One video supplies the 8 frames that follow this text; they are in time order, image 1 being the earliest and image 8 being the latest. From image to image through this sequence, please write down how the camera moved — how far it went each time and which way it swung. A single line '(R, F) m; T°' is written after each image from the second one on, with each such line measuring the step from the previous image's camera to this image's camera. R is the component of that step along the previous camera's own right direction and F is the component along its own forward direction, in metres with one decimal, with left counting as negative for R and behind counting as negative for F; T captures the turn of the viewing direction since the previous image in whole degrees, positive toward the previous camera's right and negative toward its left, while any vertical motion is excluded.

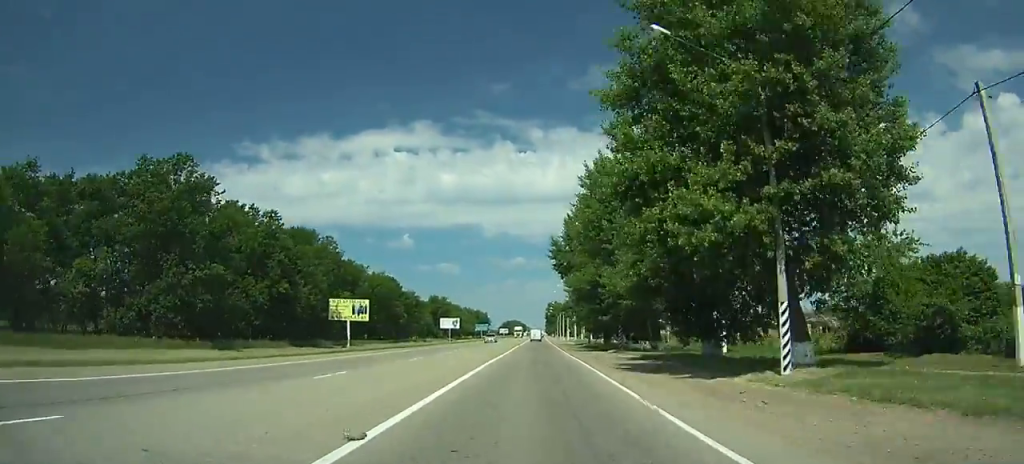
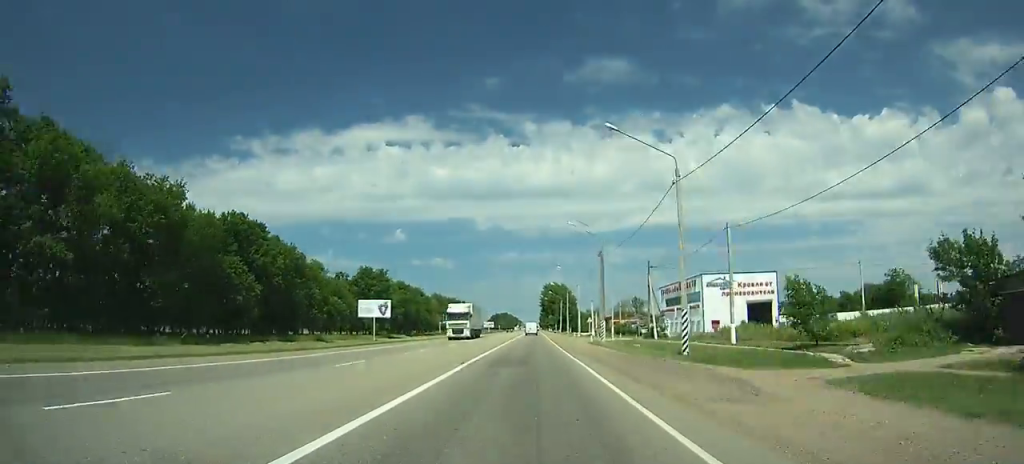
(+0.5, +80.2) m; +1°
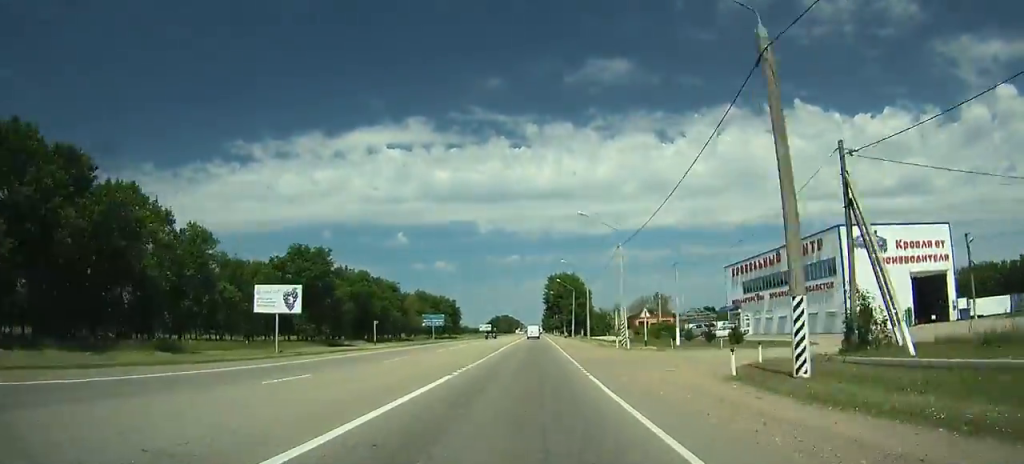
(0.0, +39.7) m; 0°
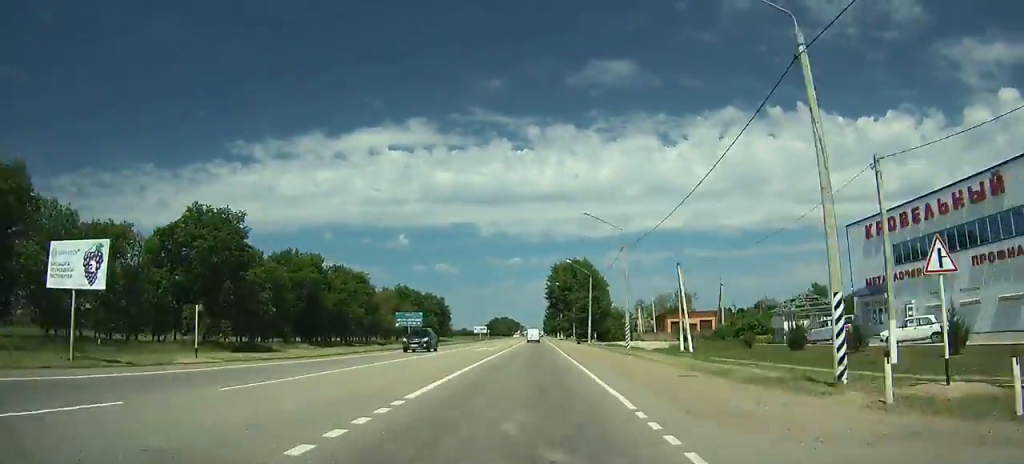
(0.0, +29.9) m; 0°
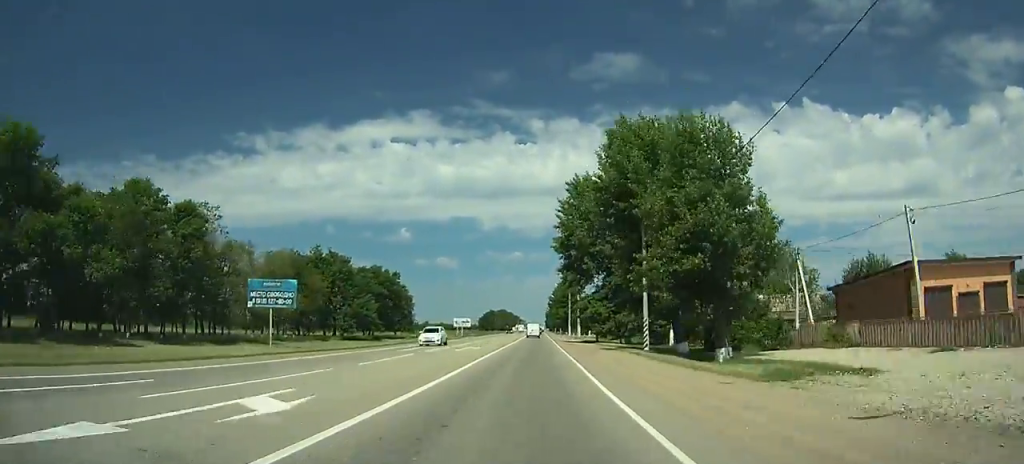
(+0.4, +67.4) m; 0°
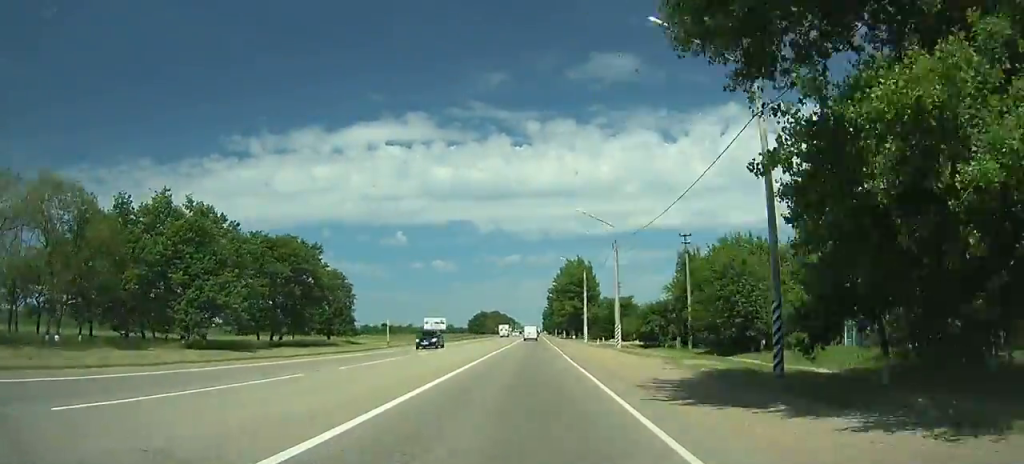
(+0.1, +49.2) m; 0°
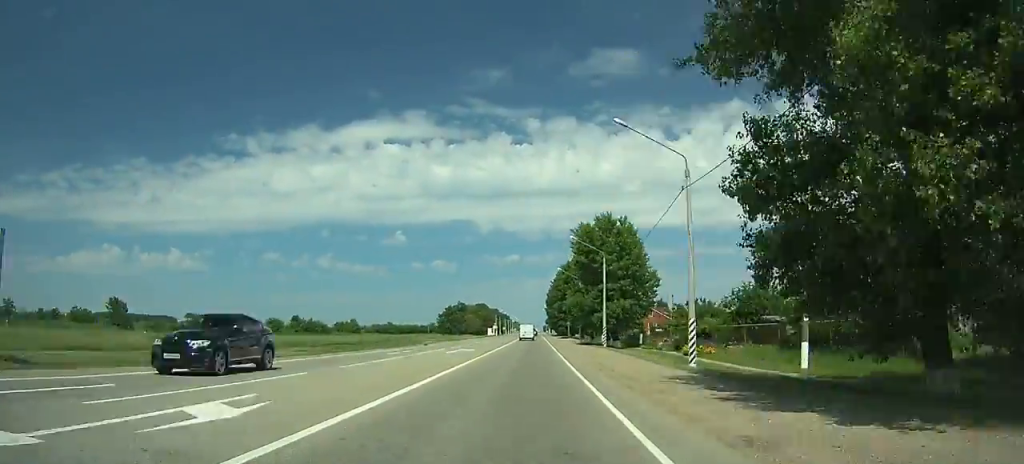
(-0.2, +142.3) m; 0°
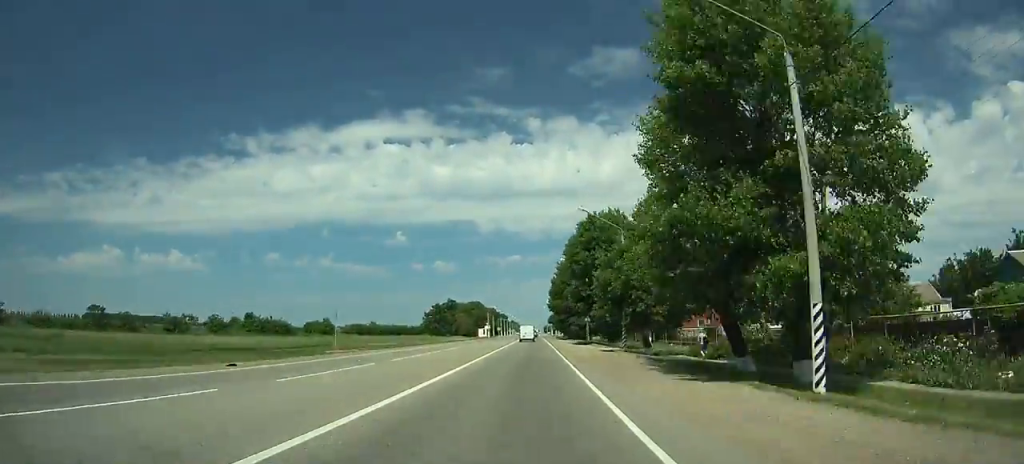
(0.0, +39.8) m; 0°
